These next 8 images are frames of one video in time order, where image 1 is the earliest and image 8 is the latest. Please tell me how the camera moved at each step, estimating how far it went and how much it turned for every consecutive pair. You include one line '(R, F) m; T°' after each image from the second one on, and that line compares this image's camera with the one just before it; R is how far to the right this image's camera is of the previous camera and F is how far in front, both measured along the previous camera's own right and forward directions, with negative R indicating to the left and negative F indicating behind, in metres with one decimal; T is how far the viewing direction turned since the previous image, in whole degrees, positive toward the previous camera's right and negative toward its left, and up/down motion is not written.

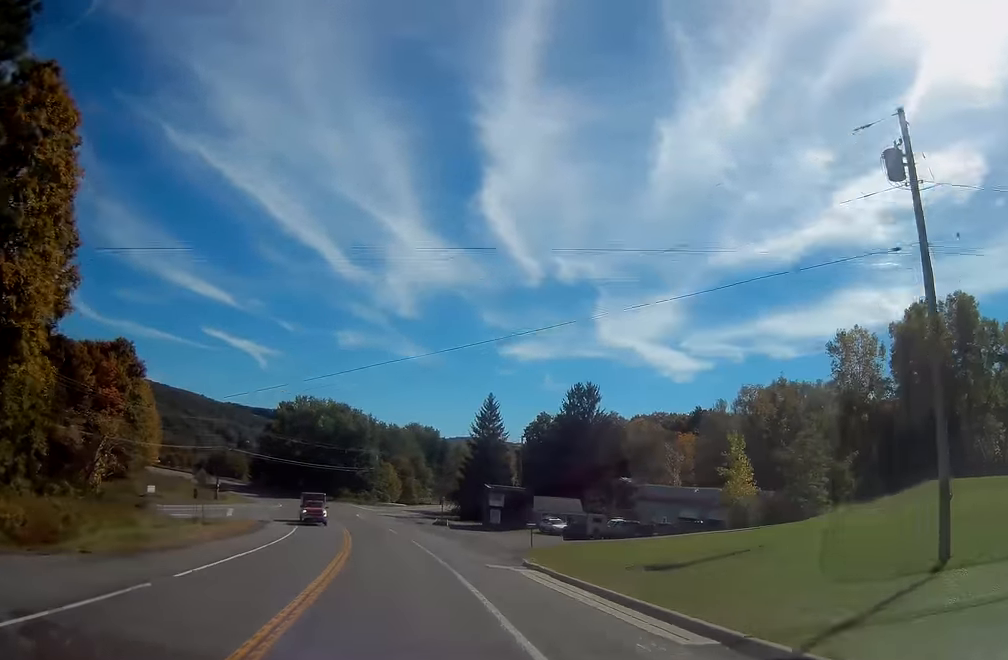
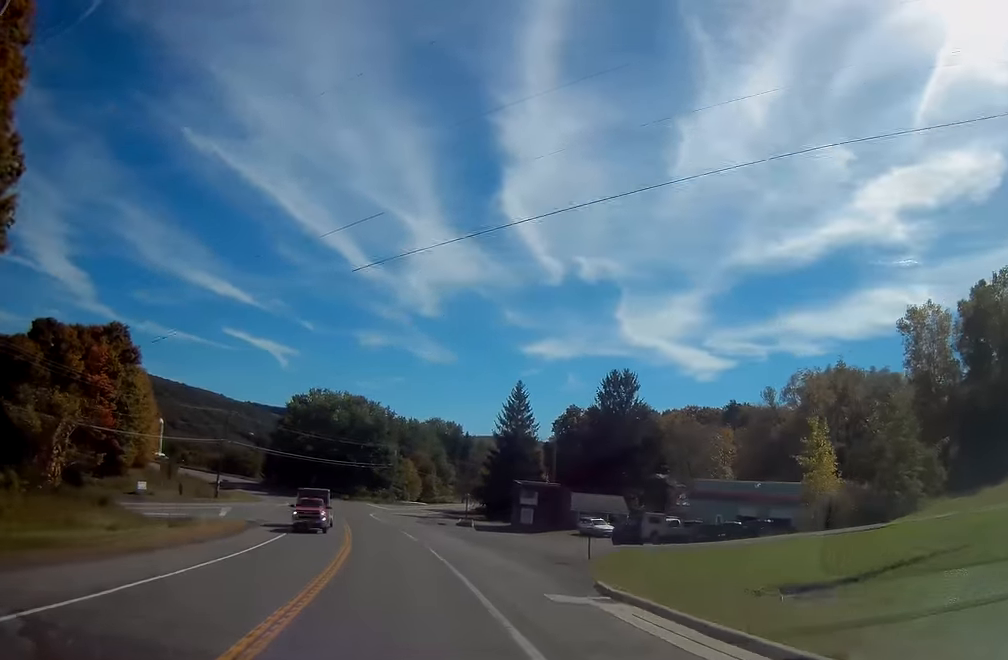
(-0.3, +8.8) m; -3°
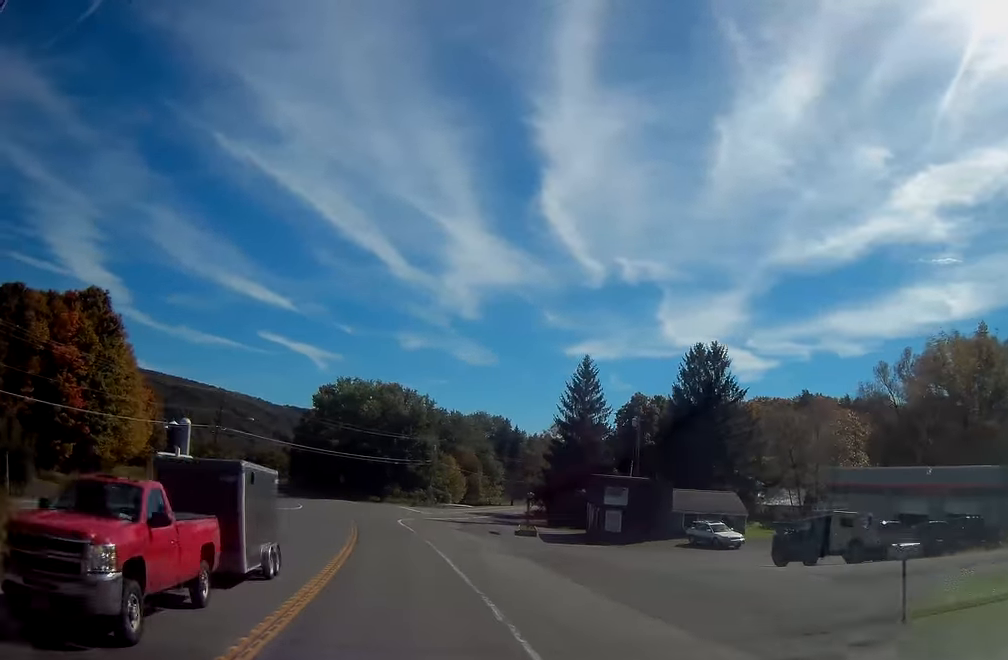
(-0.9, +17.6) m; -5°
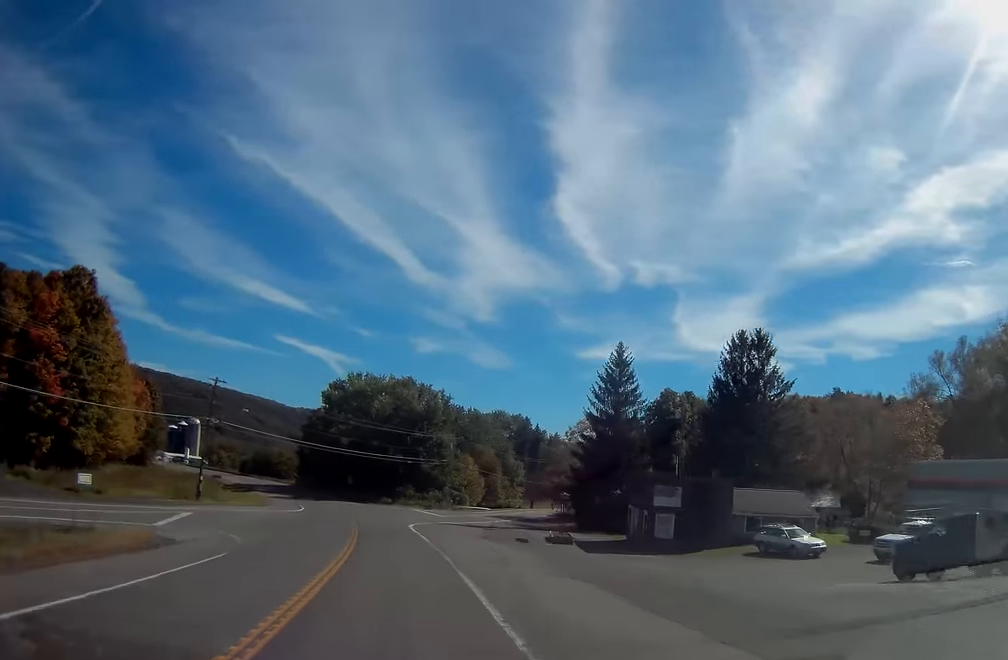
(-0.3, +7.8) m; -1°
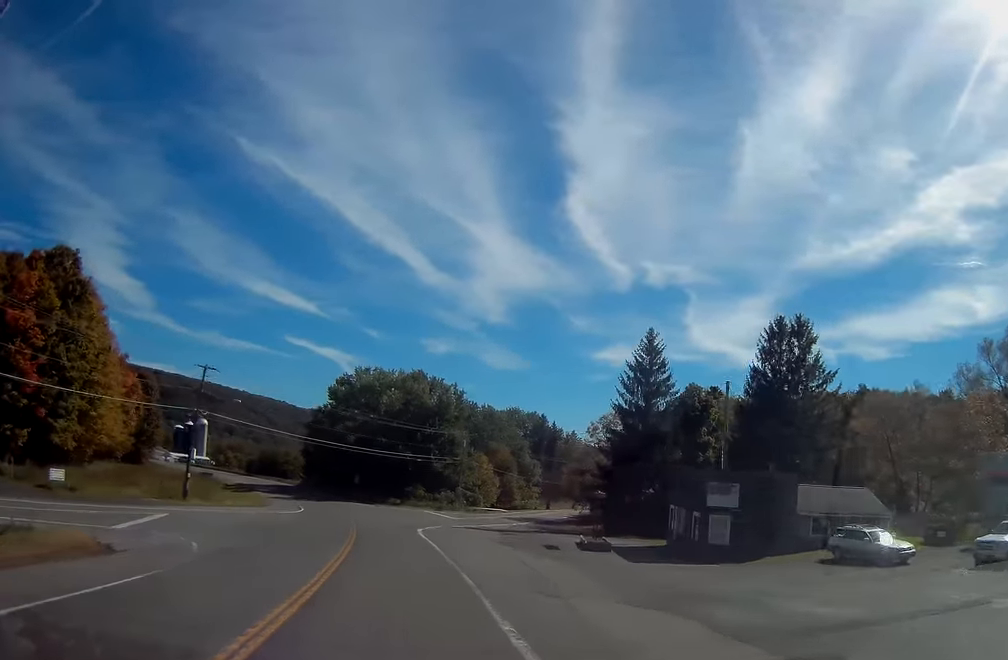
(0.0, +6.4) m; 0°
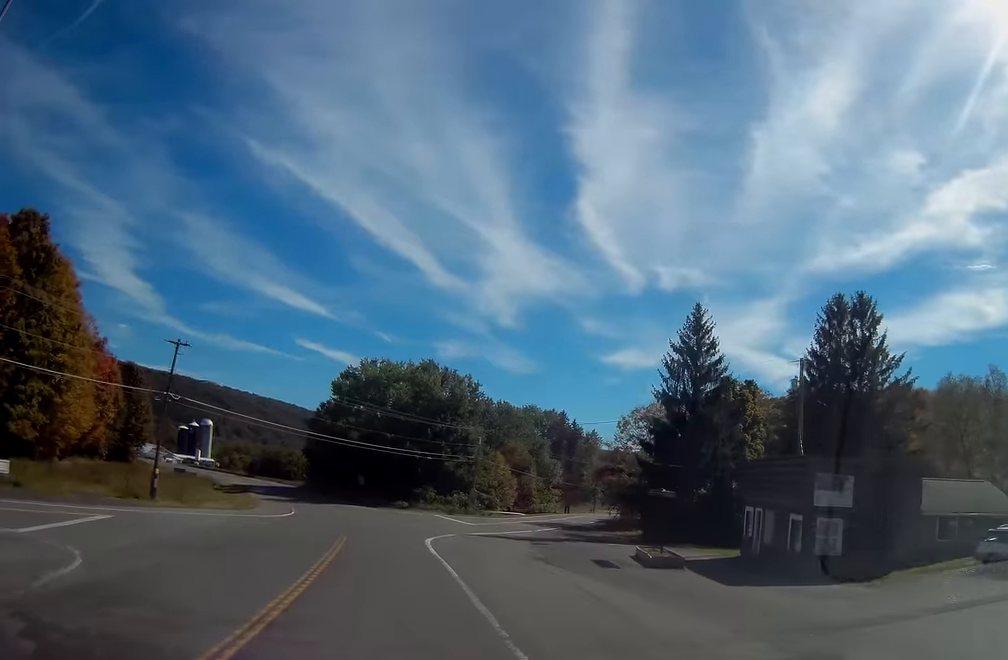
(+0.1, +9.4) m; 0°
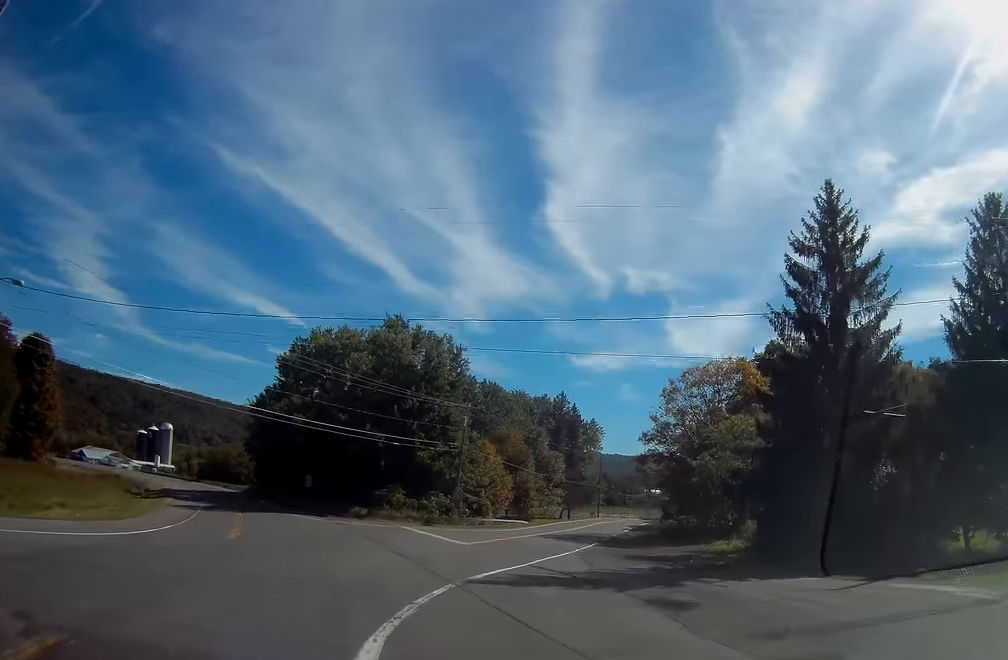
(+0.4, +24.5) m; +4°
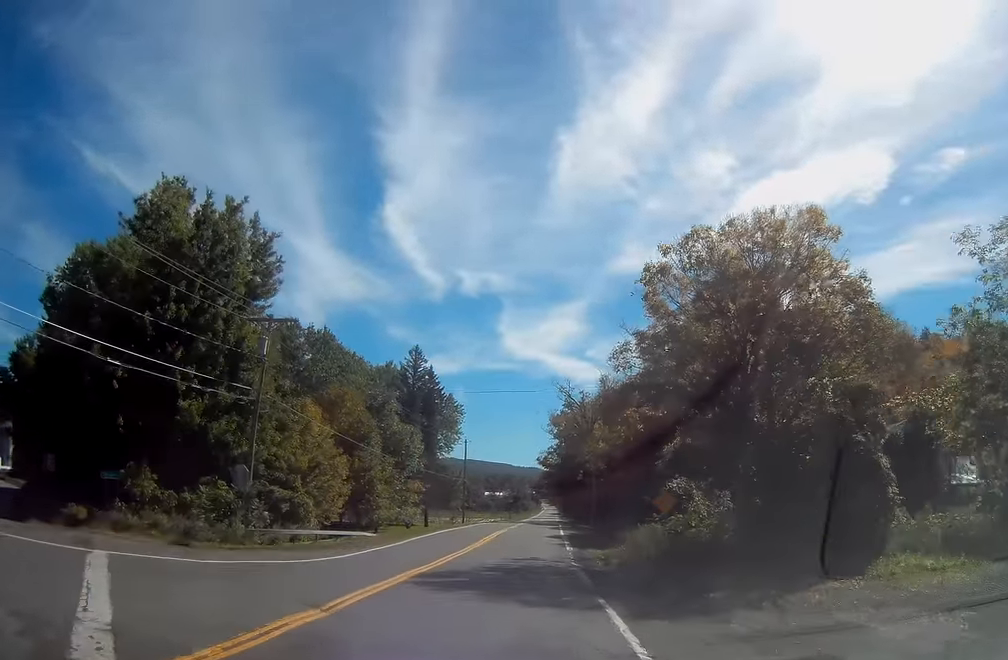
(+2.6, +29.6) m; +11°
